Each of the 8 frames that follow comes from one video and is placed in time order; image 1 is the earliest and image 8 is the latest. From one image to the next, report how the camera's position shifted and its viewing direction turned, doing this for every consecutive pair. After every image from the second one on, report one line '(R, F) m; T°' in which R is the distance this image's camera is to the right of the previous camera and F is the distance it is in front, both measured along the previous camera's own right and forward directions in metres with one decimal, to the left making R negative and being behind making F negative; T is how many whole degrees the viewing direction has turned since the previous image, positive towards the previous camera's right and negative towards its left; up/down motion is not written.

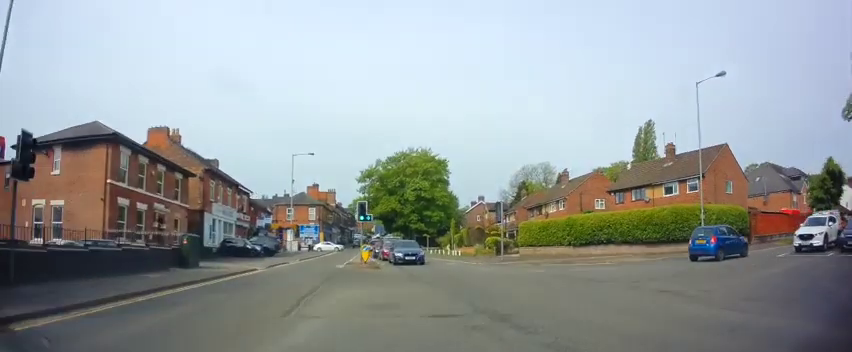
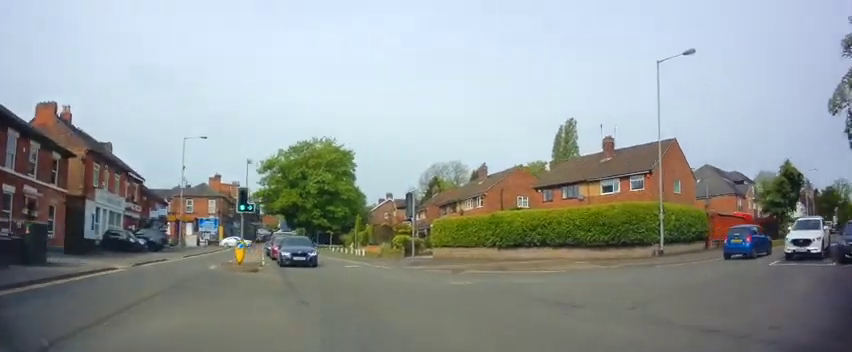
(+0.3, +4.9) m; +10°
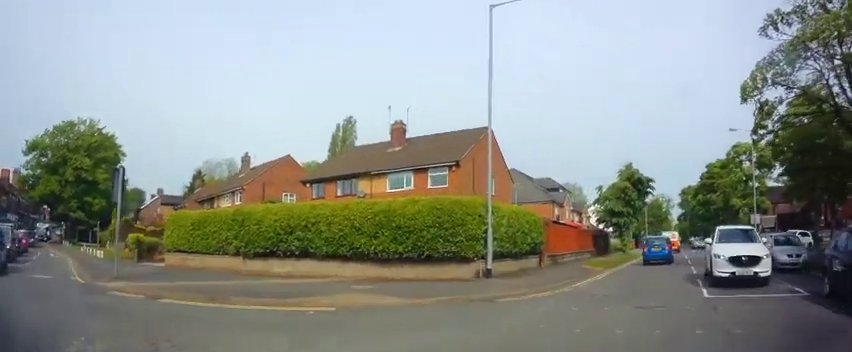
(+1.4, +7.8) m; +25°
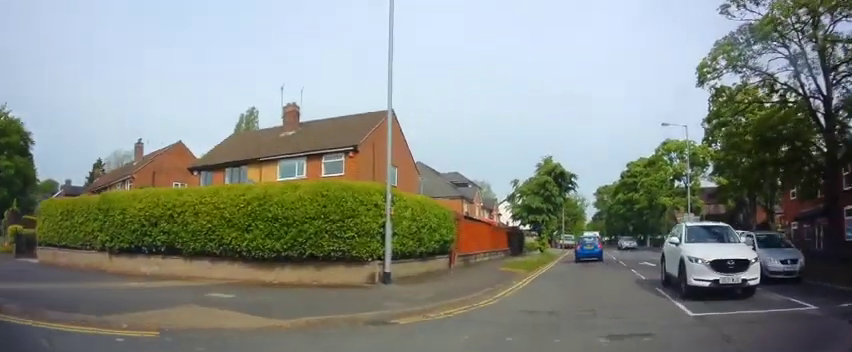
(+0.4, +3.1) m; +9°
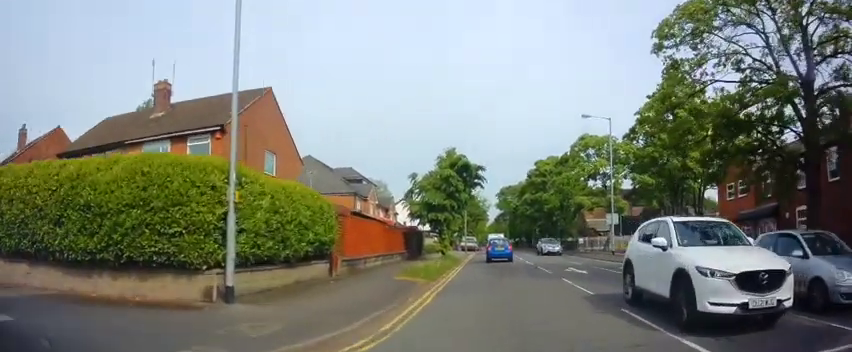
(+0.4, +3.8) m; +10°
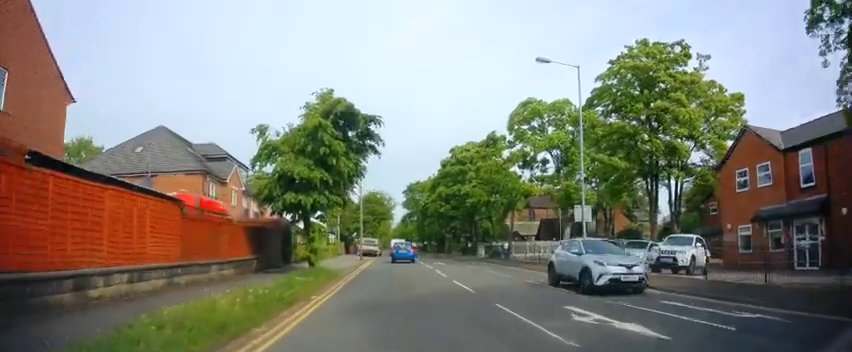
(+2.3, +12.0) m; +16°
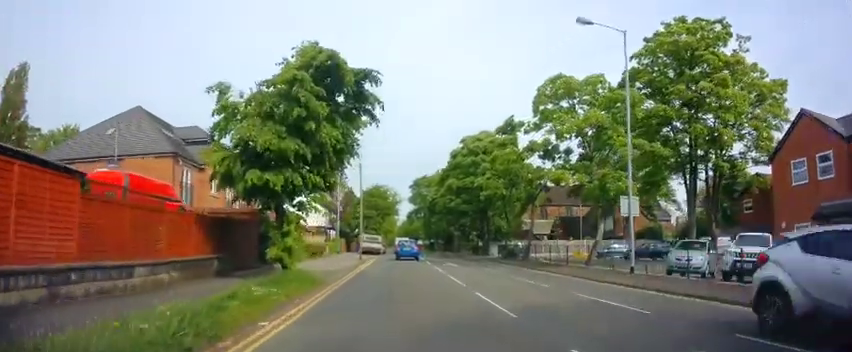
(+0.2, +4.4) m; +2°
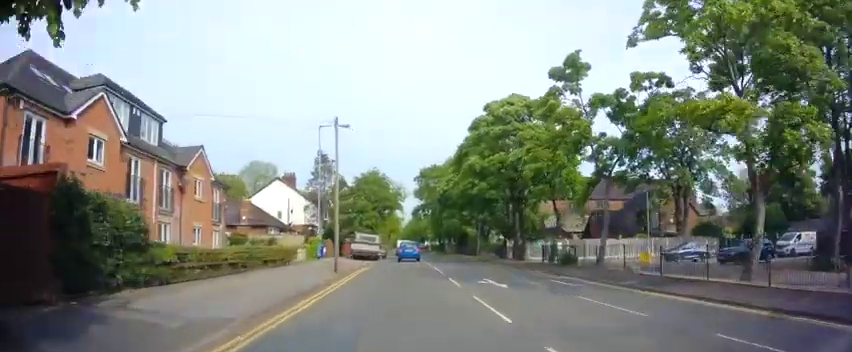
(-0.3, +12.5) m; -3°
